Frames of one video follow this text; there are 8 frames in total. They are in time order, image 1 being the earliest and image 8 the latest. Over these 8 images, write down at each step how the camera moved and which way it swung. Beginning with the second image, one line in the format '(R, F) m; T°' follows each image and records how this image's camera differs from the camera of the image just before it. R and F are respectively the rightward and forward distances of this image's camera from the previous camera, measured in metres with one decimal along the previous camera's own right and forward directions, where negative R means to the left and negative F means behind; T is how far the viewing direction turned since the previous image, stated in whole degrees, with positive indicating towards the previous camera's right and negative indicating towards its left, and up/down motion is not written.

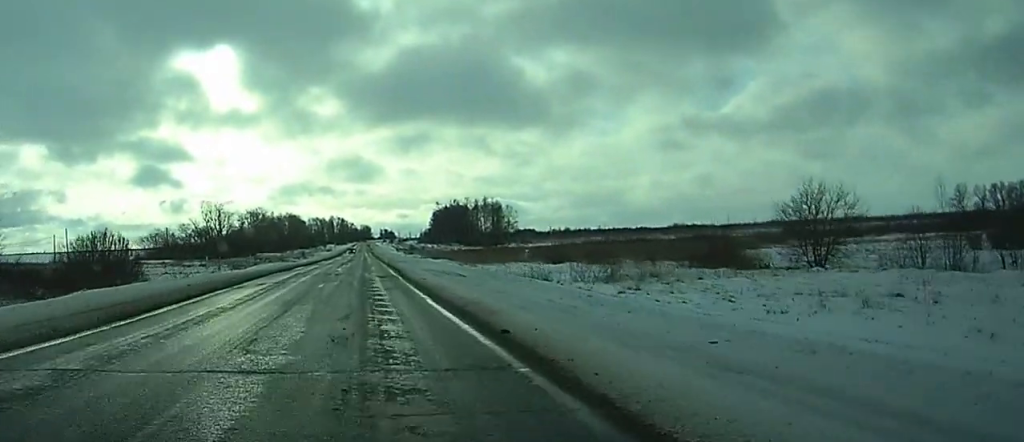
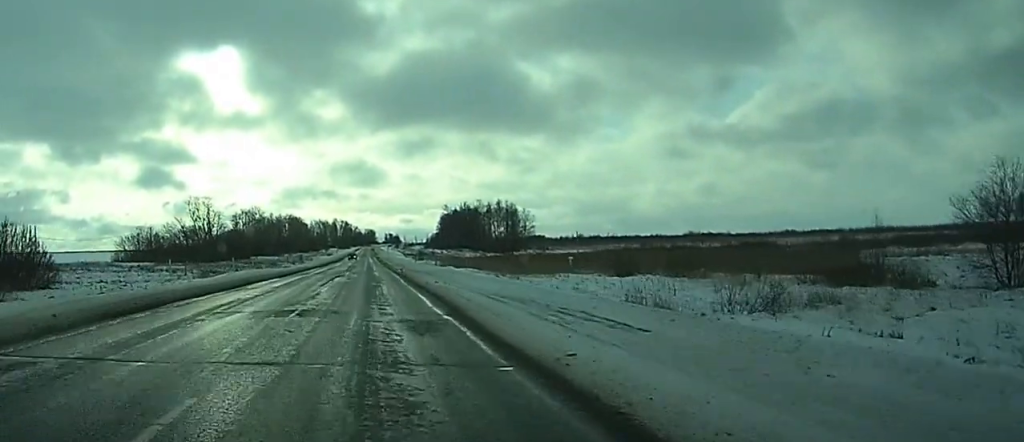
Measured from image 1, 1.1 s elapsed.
(0.0, +24.5) m; 0°
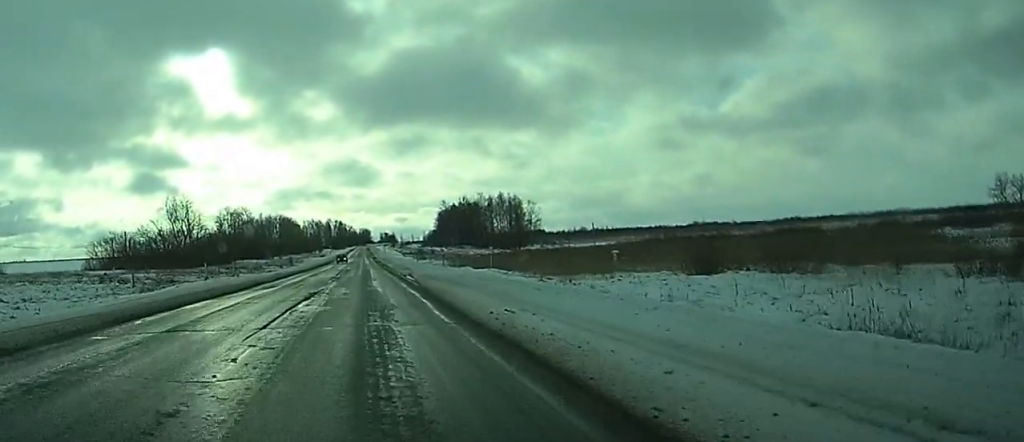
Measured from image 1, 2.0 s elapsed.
(0.0, +19.4) m; 0°
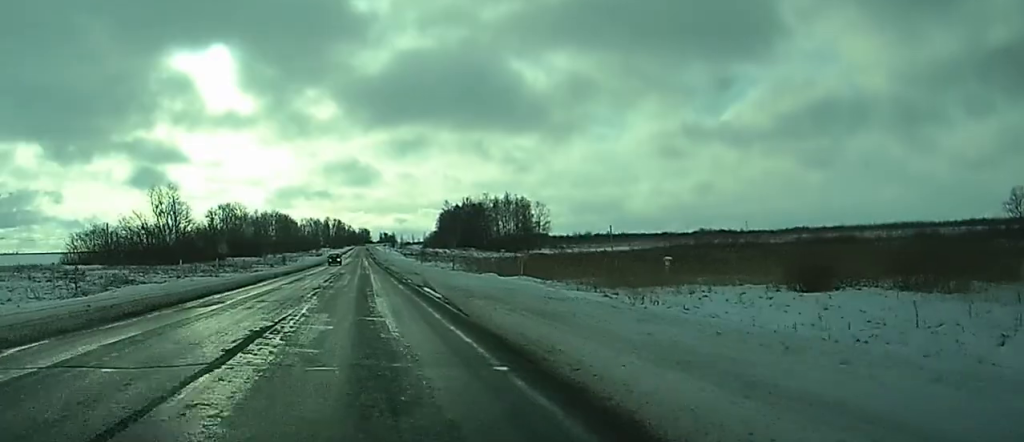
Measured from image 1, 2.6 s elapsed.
(0.0, +14.3) m; 0°
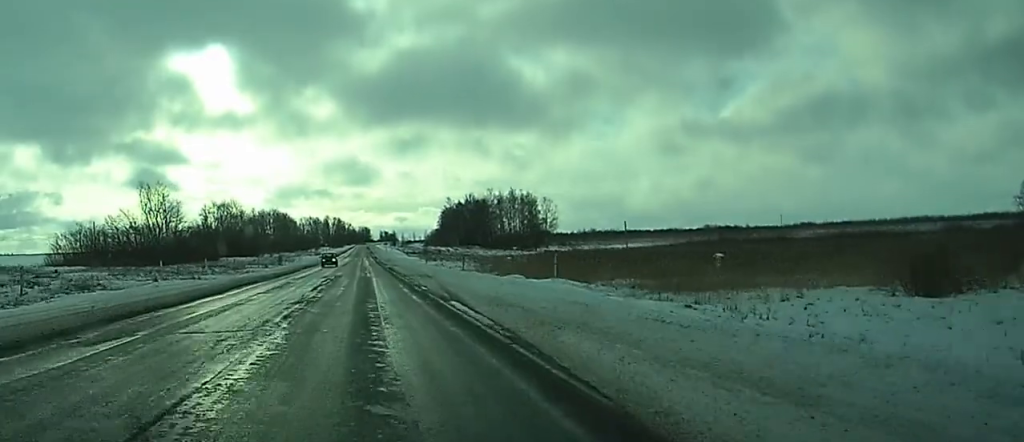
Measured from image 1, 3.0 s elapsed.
(0.0, +9.8) m; 0°
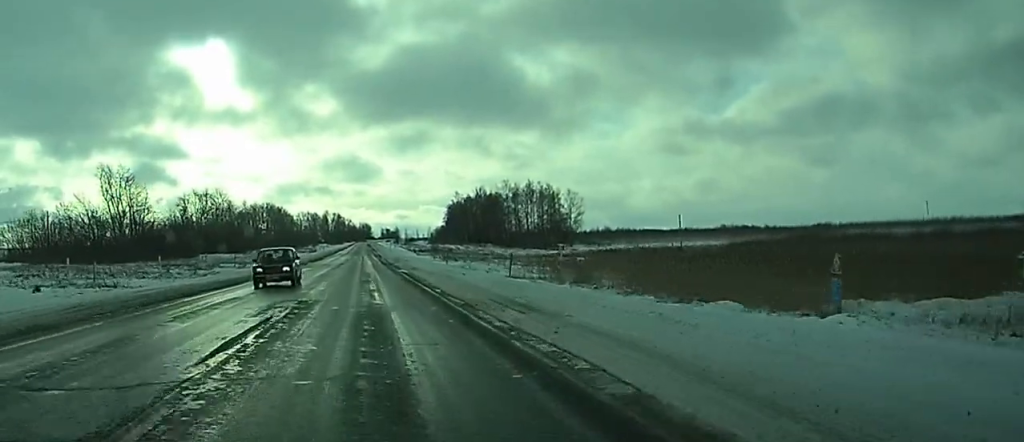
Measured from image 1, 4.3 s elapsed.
(+0.1, +28.7) m; +1°
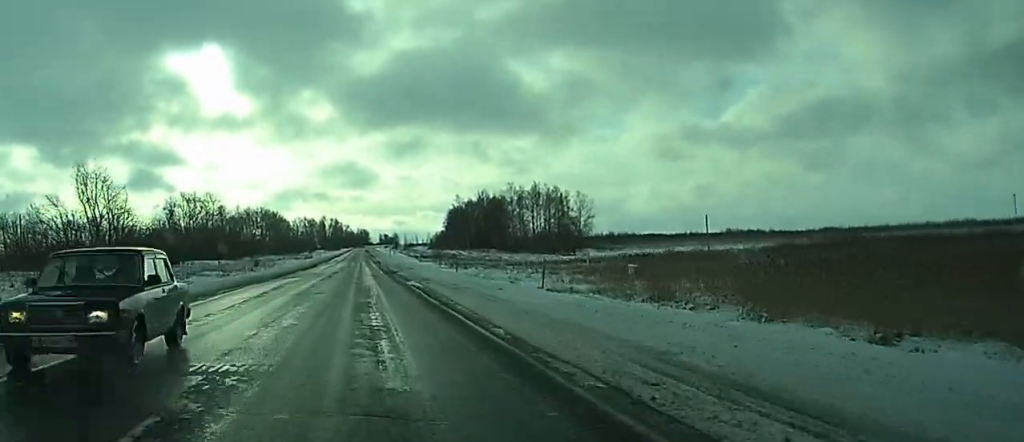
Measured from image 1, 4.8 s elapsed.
(+0.1, +12.2) m; 0°
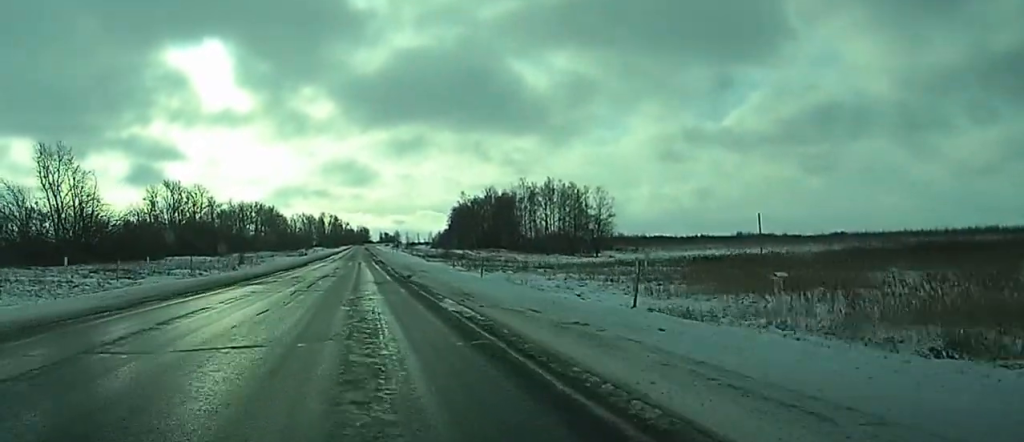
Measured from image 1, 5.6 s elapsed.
(0.0, +17.6) m; 0°
